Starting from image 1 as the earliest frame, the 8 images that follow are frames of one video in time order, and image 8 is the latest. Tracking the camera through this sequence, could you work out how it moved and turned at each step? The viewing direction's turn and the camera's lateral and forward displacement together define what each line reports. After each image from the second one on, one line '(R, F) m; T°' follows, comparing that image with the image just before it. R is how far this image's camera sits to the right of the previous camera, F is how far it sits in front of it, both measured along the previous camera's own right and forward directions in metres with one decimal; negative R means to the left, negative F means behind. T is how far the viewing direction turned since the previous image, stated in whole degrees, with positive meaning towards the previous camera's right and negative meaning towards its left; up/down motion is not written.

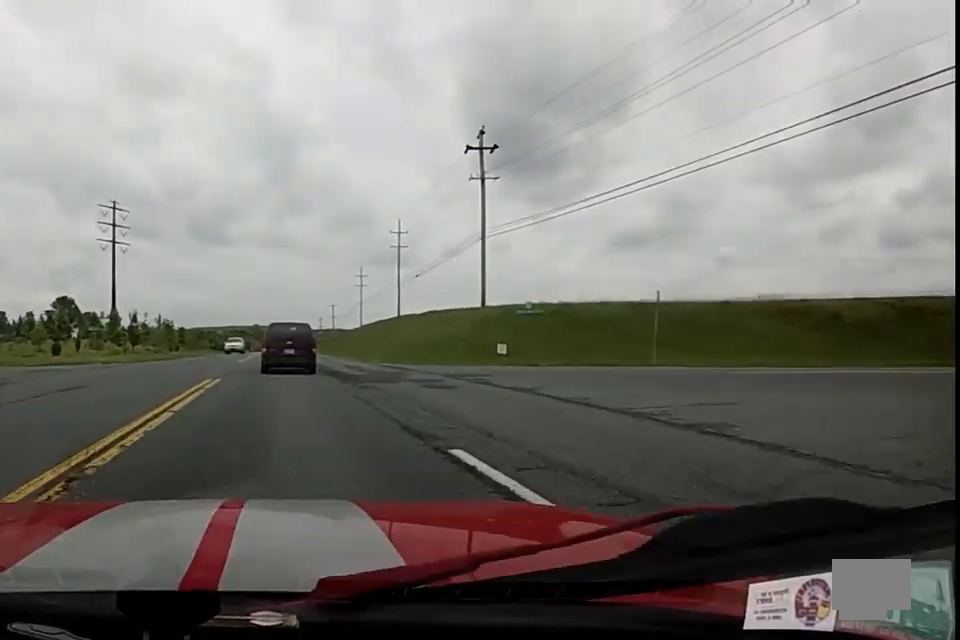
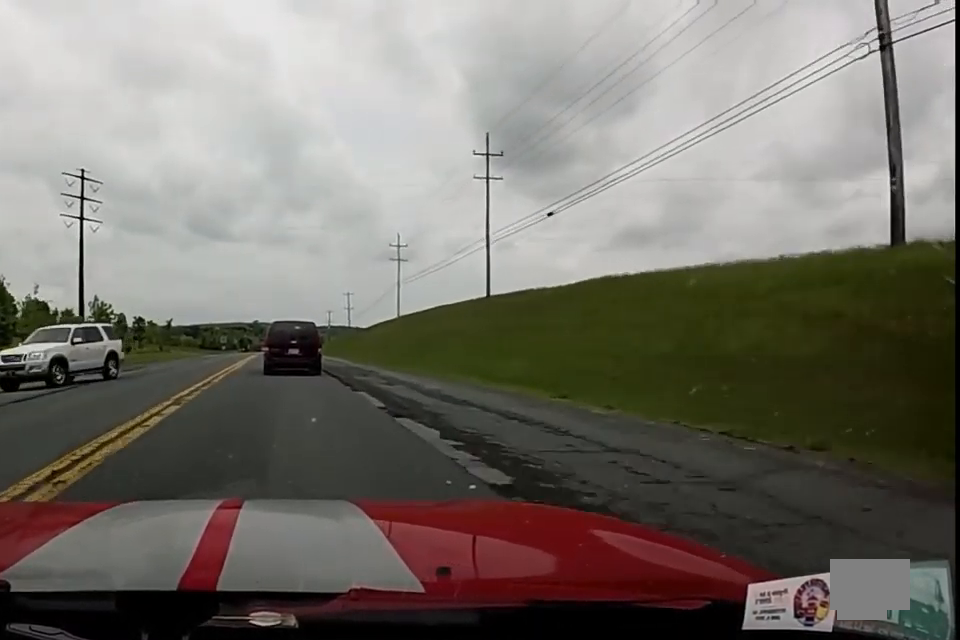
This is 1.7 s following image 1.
(-0.4, +36.1) m; -1°
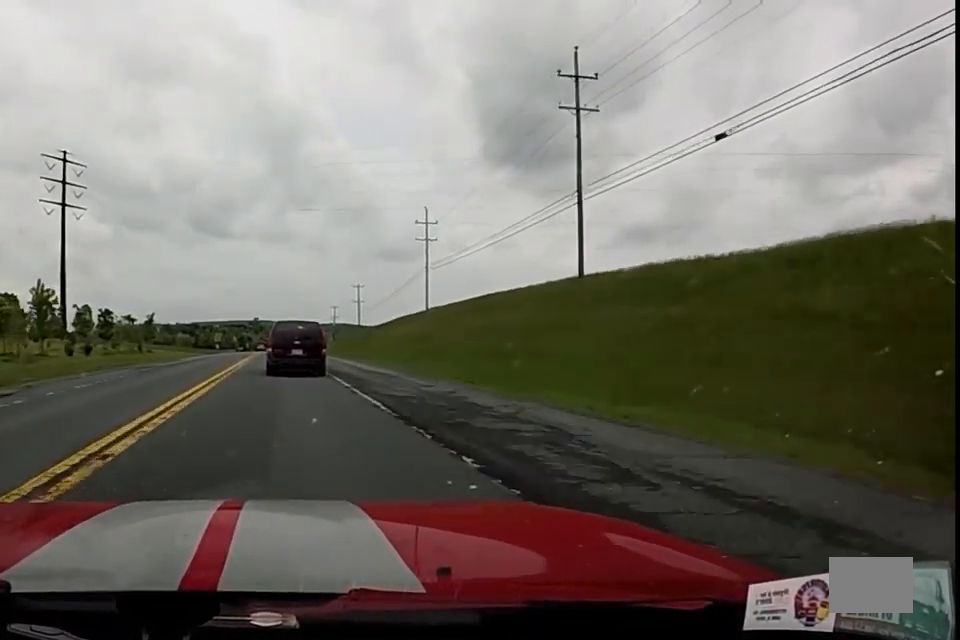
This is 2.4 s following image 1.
(0.0, +15.5) m; 0°
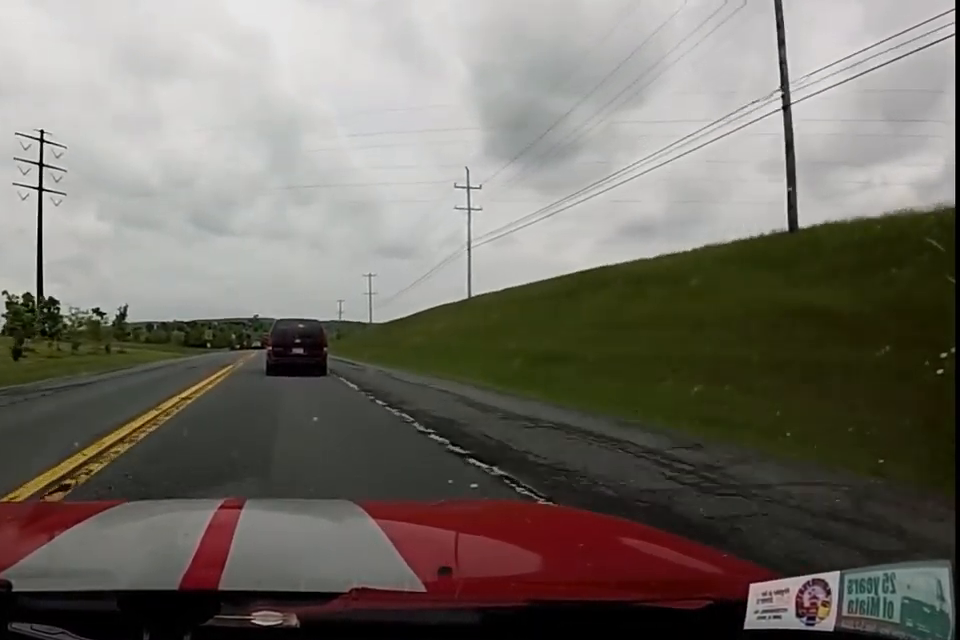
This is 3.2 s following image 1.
(0.0, +15.3) m; +2°
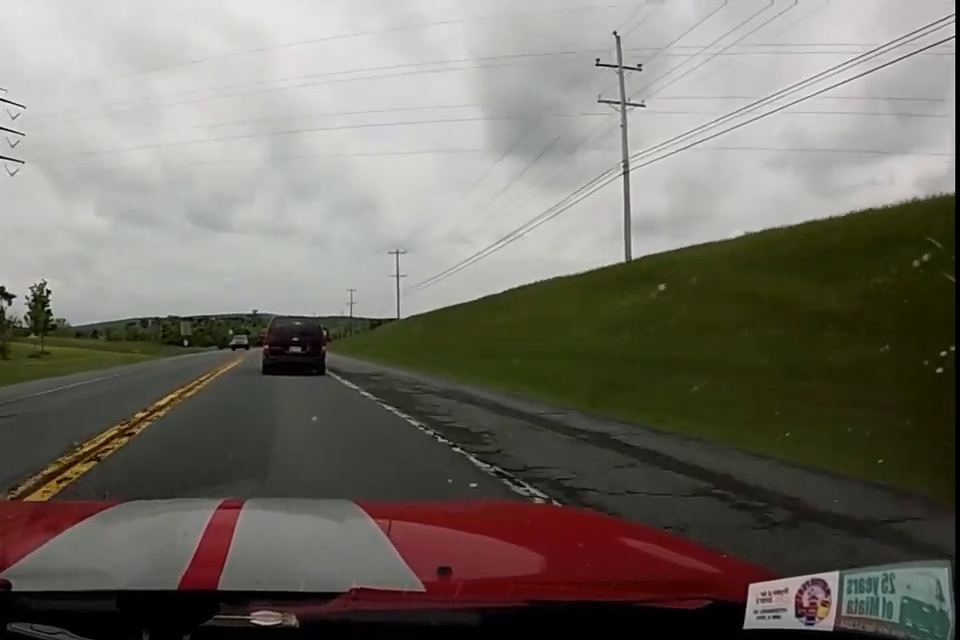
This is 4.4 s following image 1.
(+0.9, +24.5) m; +1°
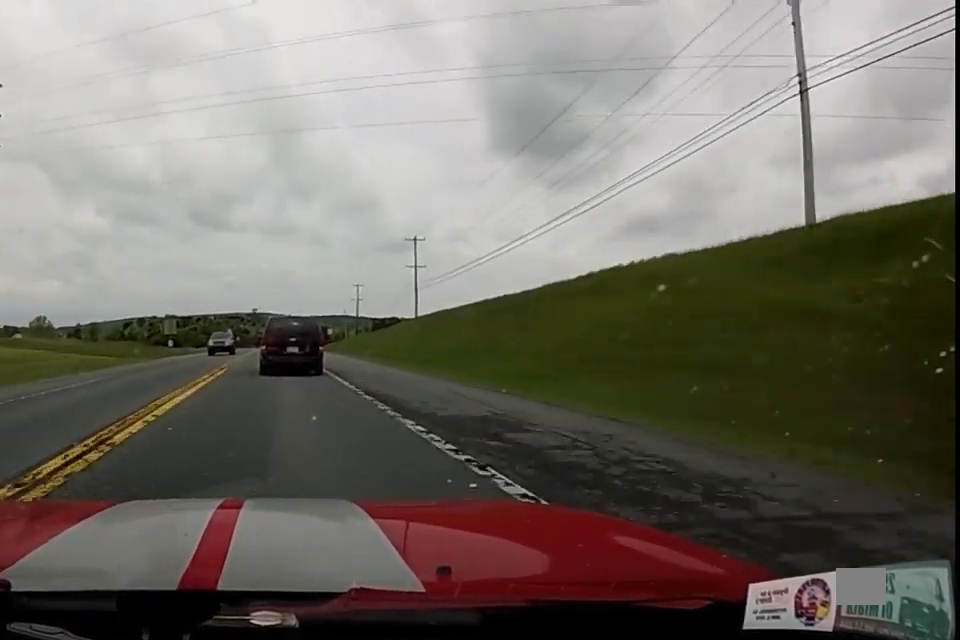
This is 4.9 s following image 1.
(-0.3, +10.9) m; -1°
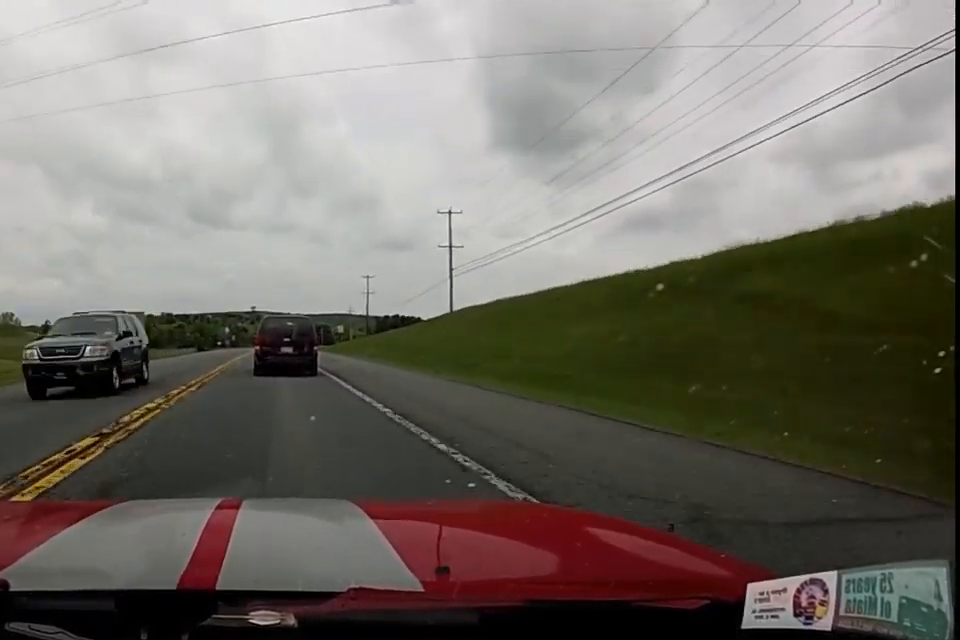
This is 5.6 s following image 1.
(-0.3, +15.0) m; -1°
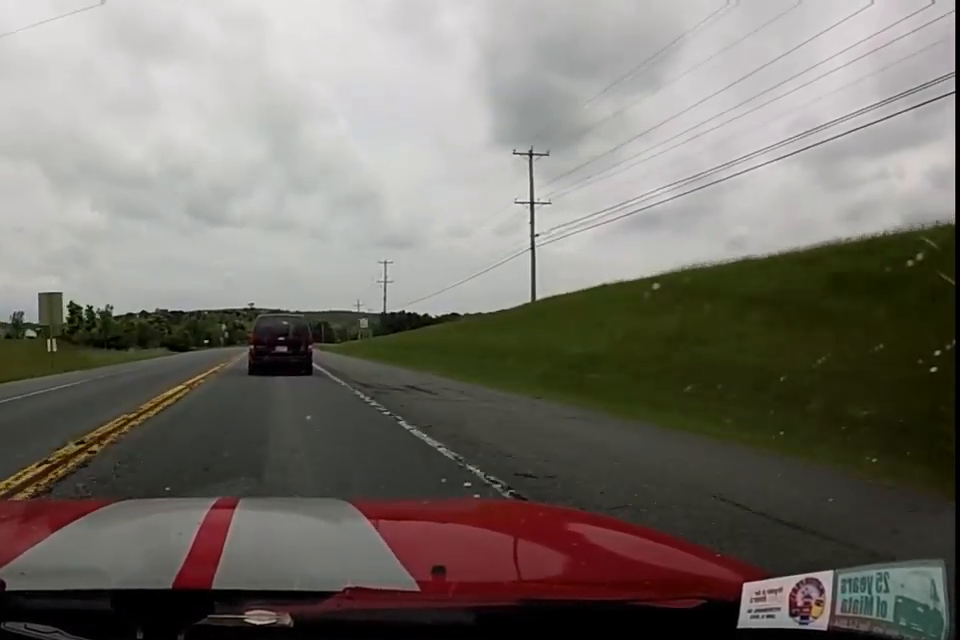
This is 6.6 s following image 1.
(0.0, +19.1) m; 0°
